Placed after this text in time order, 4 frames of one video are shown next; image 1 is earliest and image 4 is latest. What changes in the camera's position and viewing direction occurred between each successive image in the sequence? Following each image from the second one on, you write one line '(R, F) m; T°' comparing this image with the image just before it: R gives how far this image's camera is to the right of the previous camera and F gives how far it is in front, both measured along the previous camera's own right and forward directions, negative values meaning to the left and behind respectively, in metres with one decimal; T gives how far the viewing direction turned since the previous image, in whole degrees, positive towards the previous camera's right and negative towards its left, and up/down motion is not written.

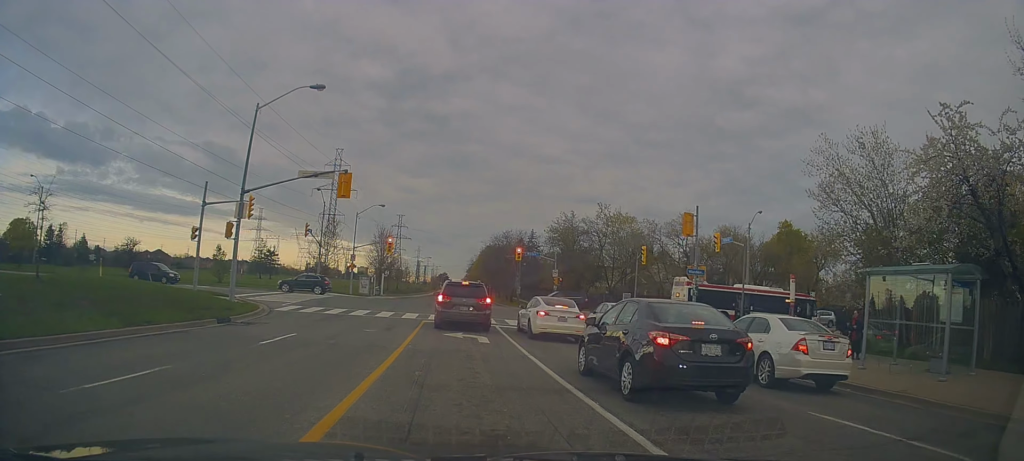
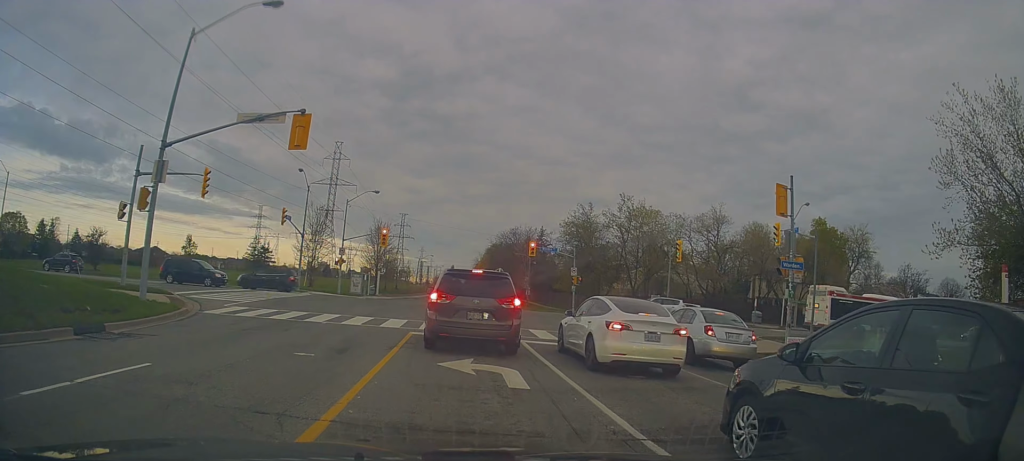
(-0.1, +9.3) m; -7°
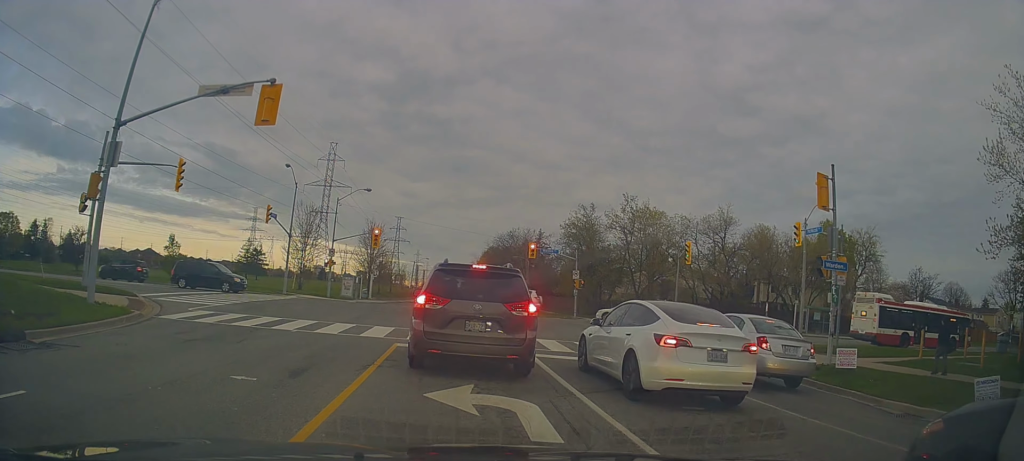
(-0.2, +3.6) m; -6°
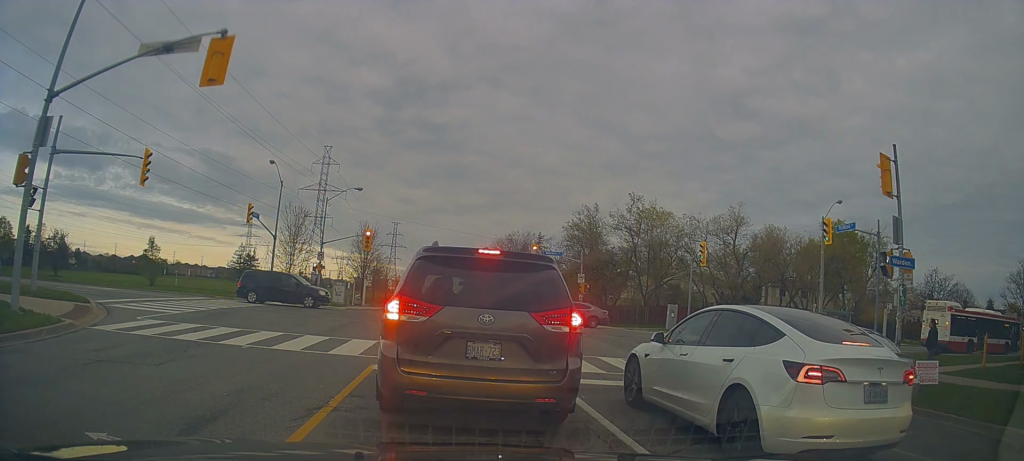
(-0.2, +4.5) m; -2°
